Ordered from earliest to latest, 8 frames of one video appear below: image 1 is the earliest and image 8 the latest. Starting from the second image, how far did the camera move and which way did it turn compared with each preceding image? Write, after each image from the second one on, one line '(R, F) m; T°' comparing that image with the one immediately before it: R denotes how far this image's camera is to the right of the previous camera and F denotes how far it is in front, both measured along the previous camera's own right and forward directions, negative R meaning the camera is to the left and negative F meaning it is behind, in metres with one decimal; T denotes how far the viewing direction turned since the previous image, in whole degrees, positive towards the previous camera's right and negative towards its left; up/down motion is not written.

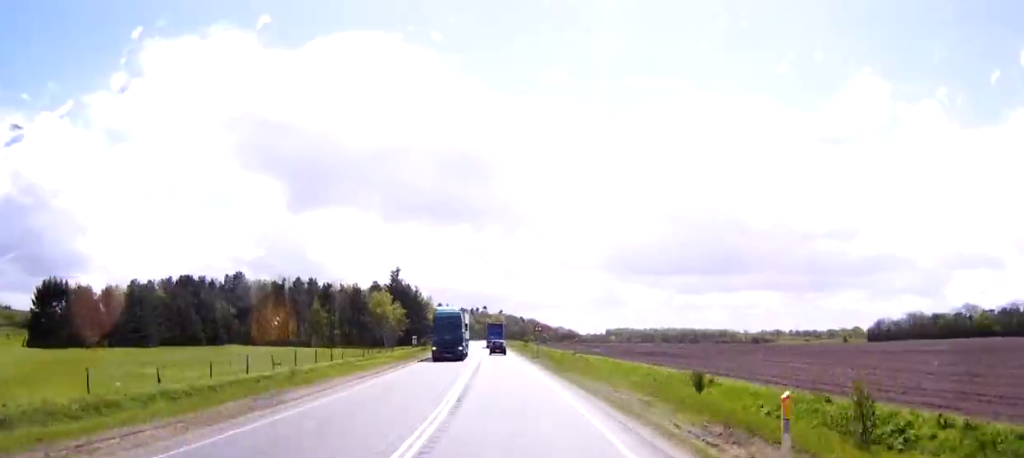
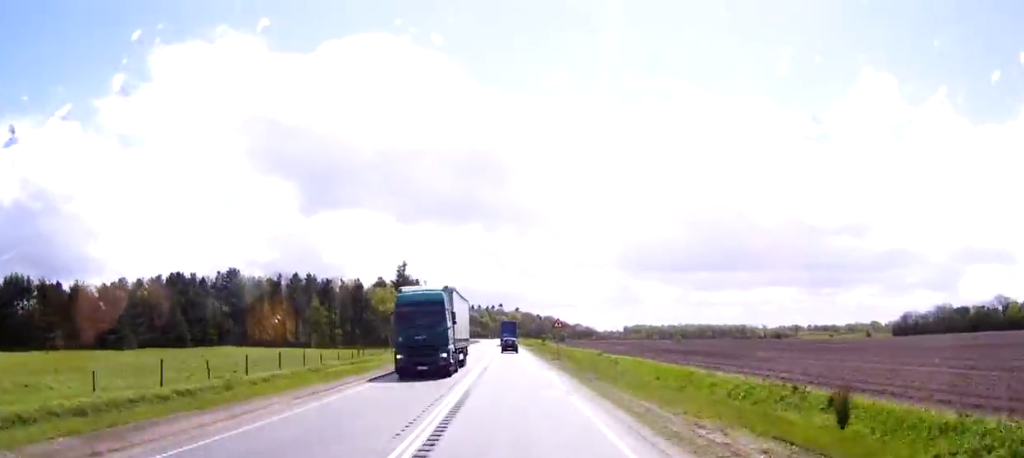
(-0.1, +10.9) m; -1°
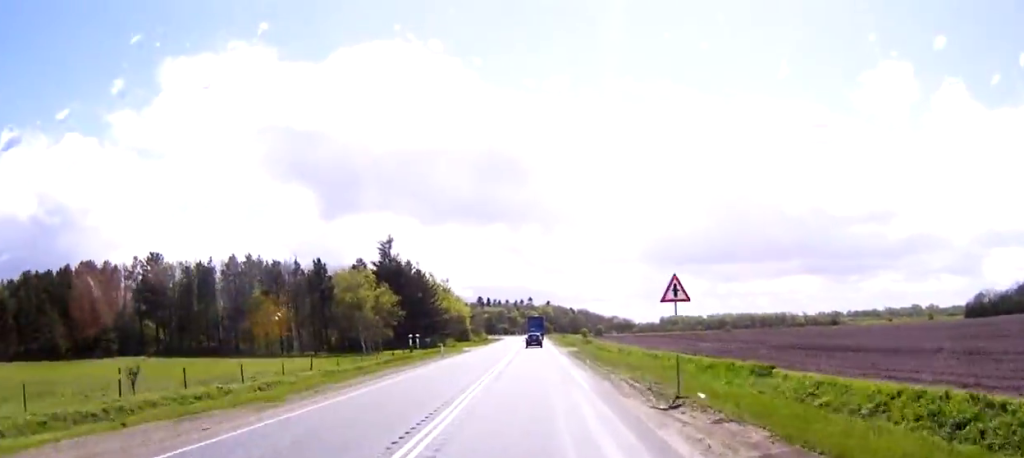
(-0.7, +39.4) m; -2°
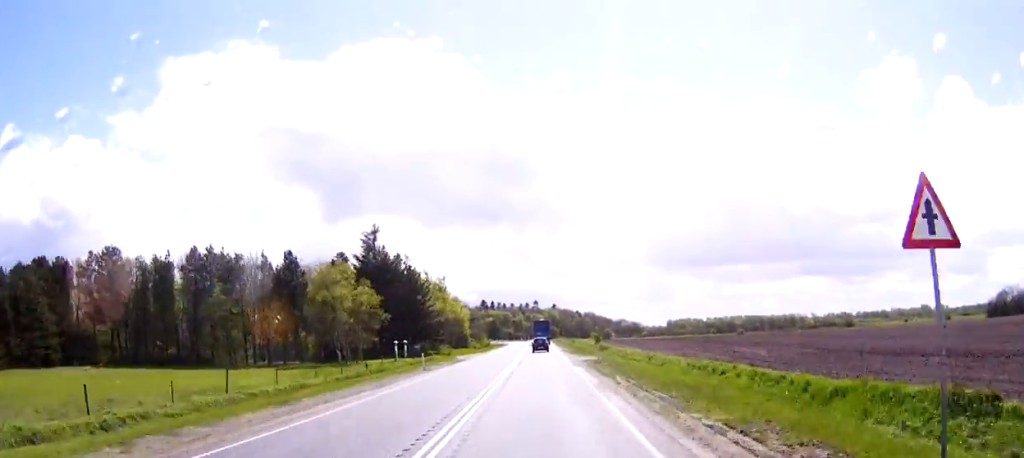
(-0.1, +13.0) m; 0°
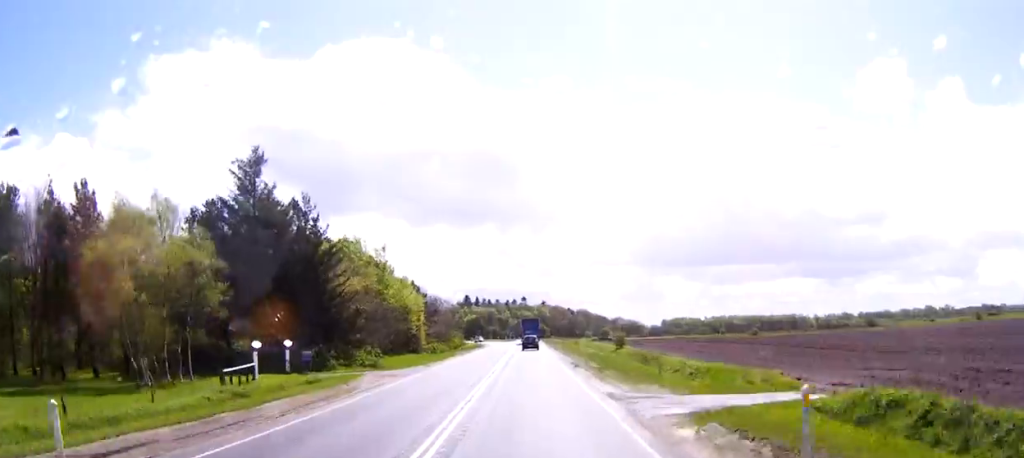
(+0.1, +36.9) m; 0°
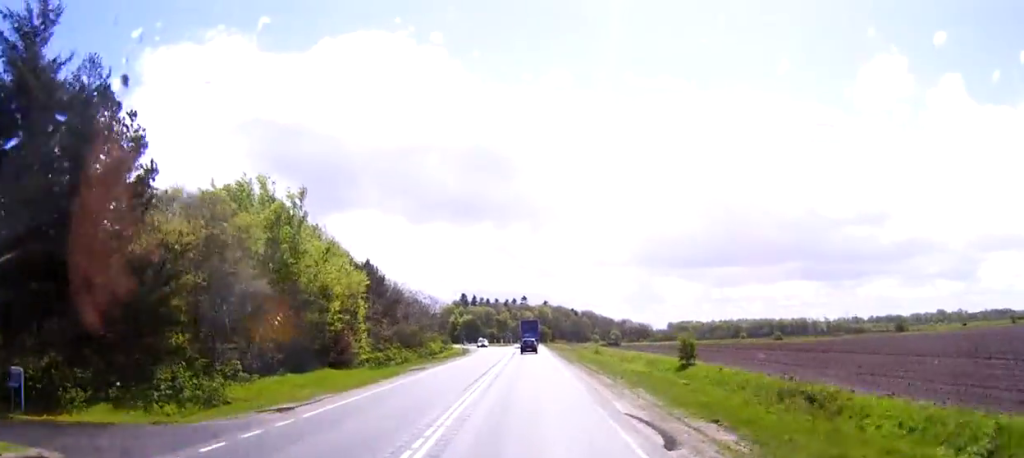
(0.0, +27.9) m; 0°
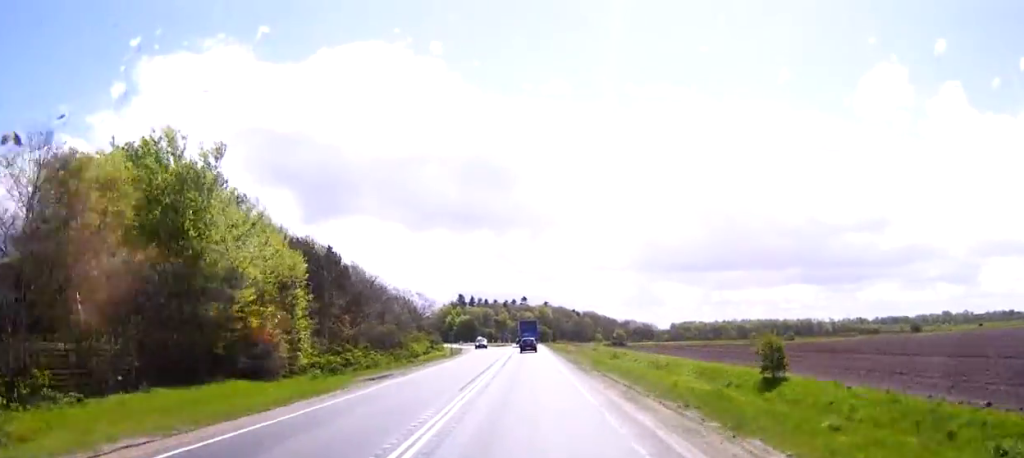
(0.0, +13.3) m; 0°
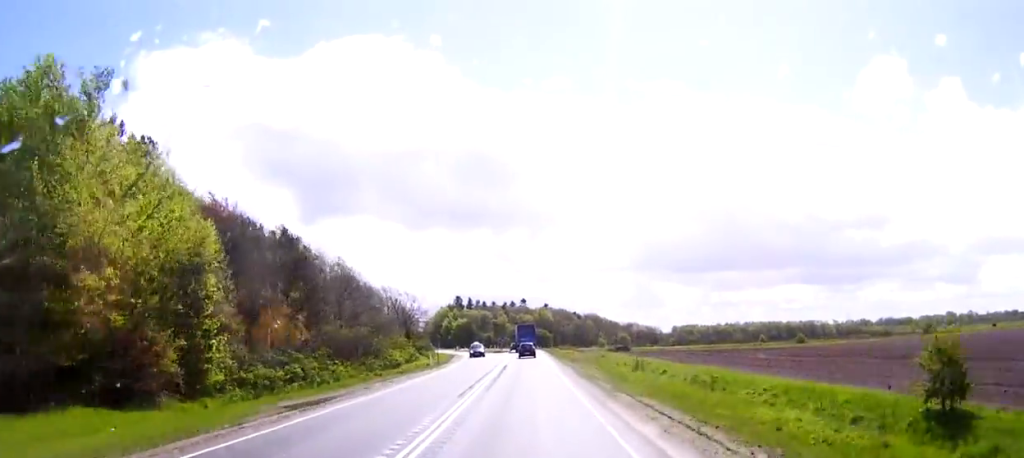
(0.0, +10.7) m; 0°
